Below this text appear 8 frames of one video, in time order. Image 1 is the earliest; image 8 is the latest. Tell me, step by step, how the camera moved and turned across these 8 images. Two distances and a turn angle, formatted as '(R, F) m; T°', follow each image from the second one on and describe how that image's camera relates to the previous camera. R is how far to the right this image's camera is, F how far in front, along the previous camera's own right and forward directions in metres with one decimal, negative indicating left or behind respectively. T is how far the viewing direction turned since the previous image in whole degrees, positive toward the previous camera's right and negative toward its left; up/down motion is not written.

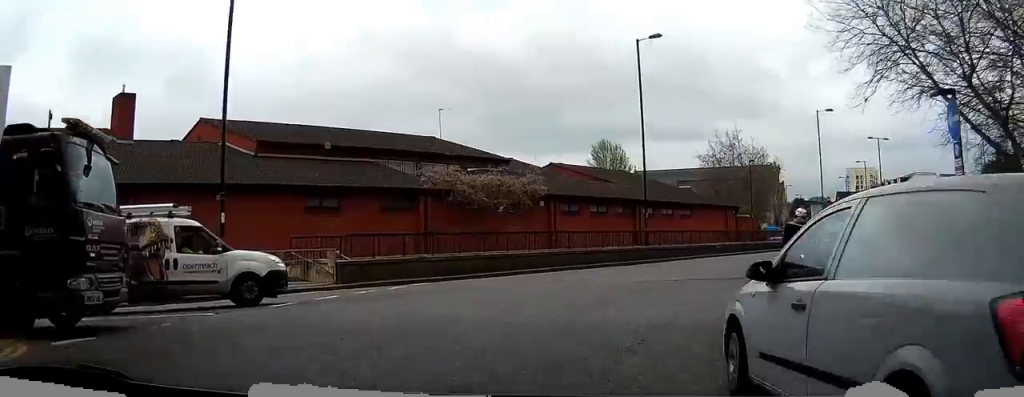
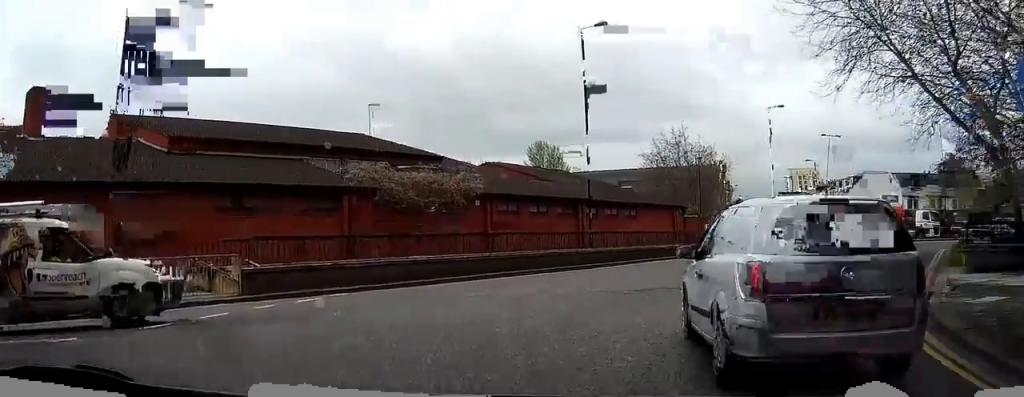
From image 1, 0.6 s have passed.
(+0.2, +2.9) m; +17°
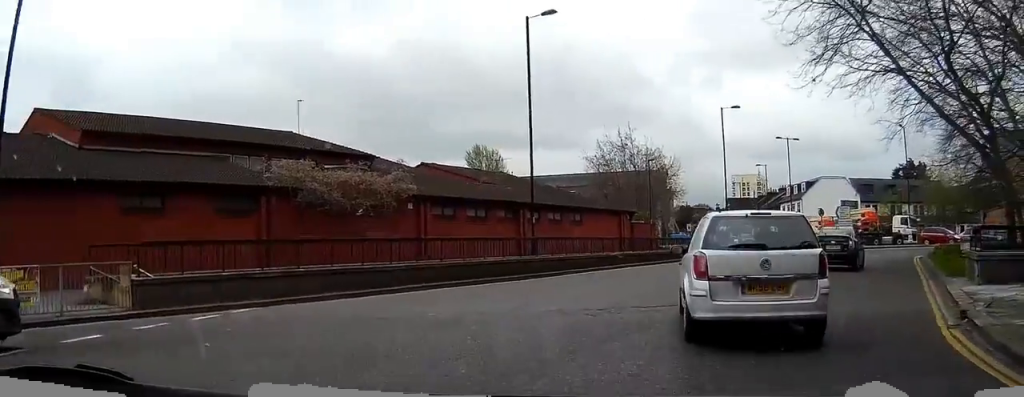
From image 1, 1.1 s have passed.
(0.0, +2.4) m; +14°
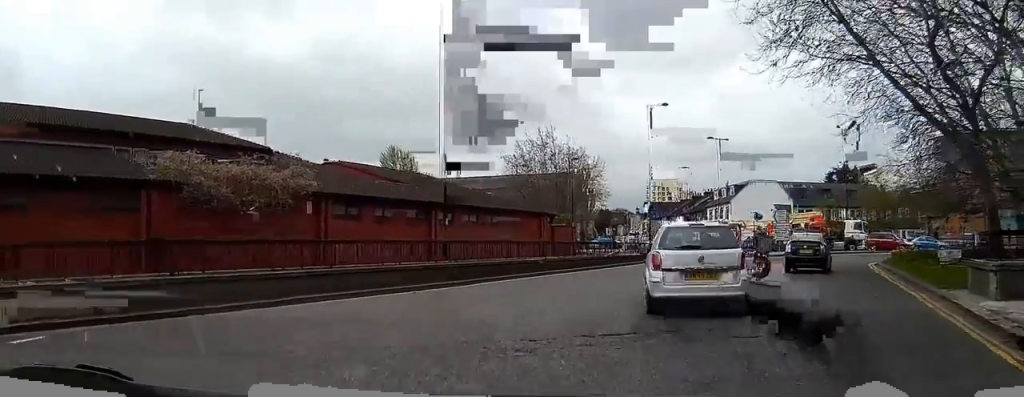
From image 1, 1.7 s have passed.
(+1.1, +3.4) m; +15°
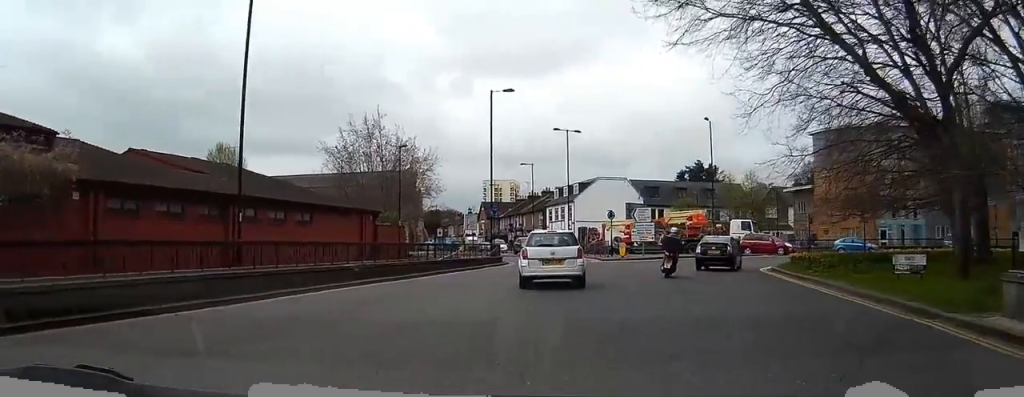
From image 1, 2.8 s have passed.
(+0.7, +6.5) m; +6°
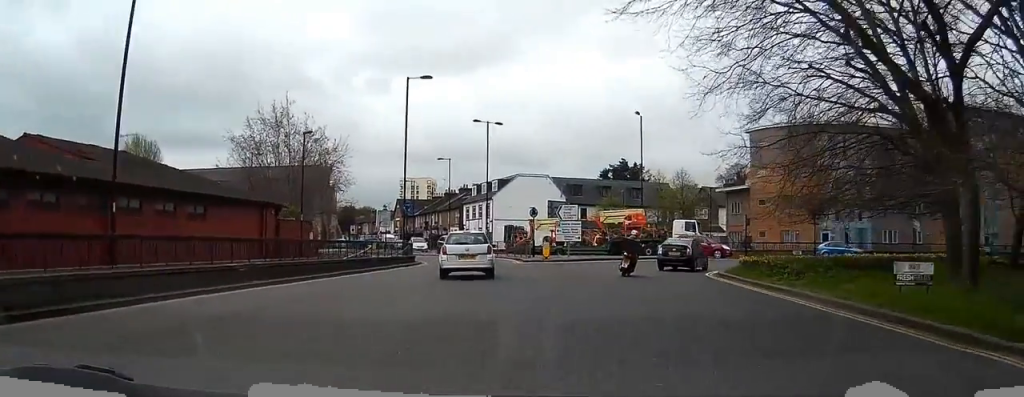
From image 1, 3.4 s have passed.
(0.0, +4.3) m; +1°
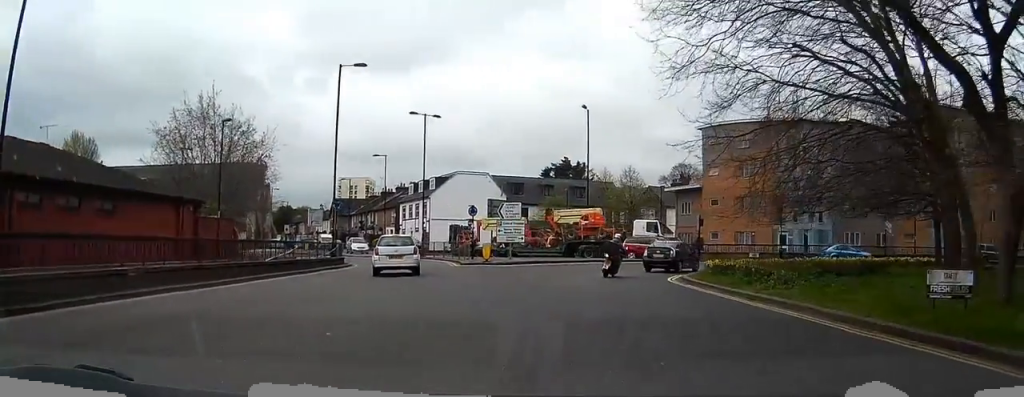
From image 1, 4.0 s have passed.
(-0.1, +4.0) m; +1°
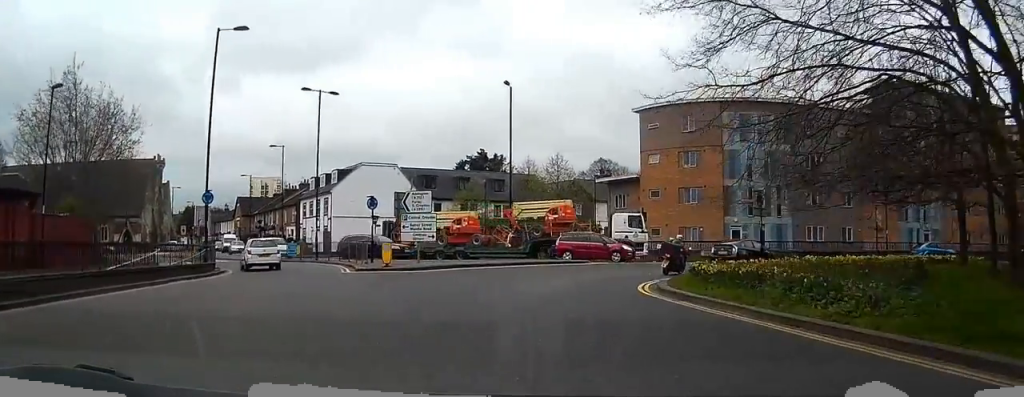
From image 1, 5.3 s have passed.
(+0.9, +9.2) m; +13°
